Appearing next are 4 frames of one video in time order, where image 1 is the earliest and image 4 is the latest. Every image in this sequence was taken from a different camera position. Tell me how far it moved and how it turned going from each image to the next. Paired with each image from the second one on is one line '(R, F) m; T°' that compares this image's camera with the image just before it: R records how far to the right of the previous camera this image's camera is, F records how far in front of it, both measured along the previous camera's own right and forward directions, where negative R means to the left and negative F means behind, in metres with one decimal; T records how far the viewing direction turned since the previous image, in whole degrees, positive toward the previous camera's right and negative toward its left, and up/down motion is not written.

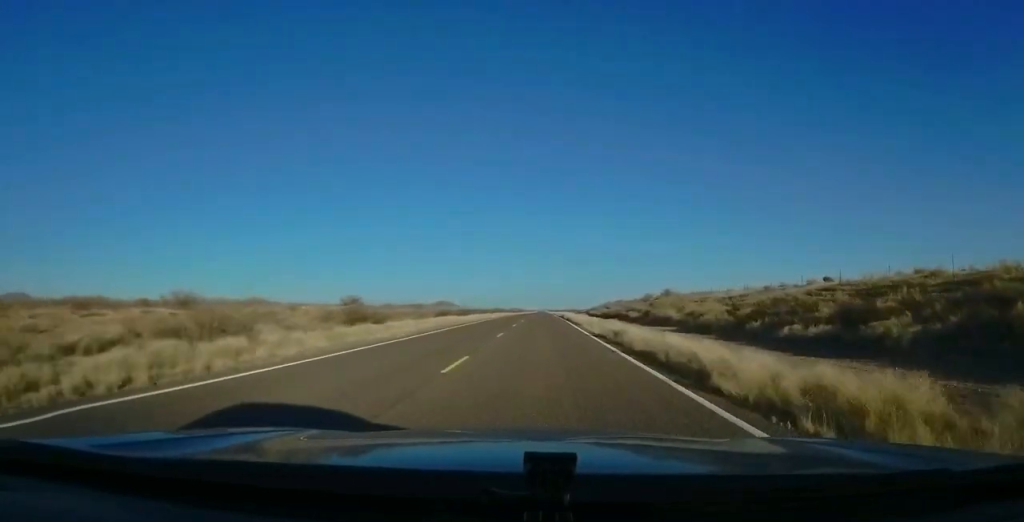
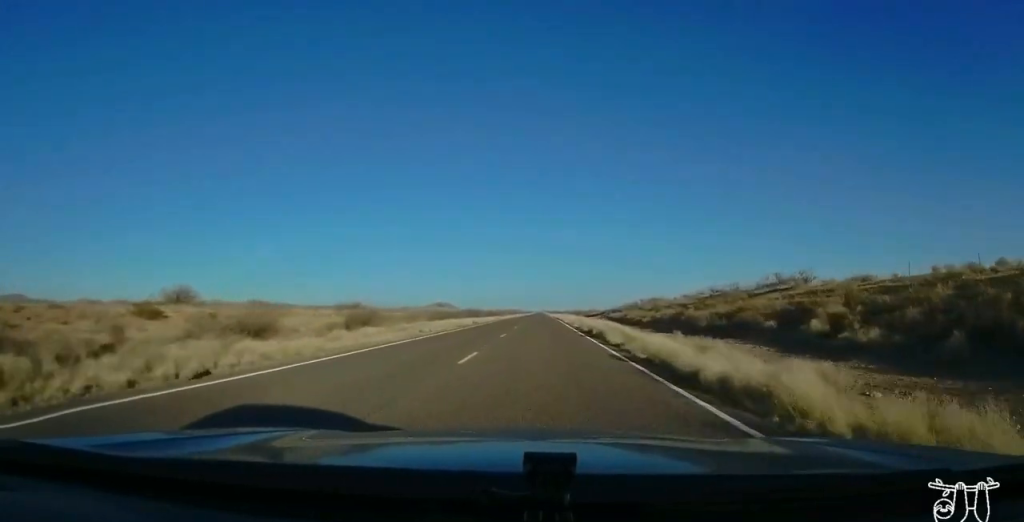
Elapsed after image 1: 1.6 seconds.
(0.0, +46.8) m; 0°
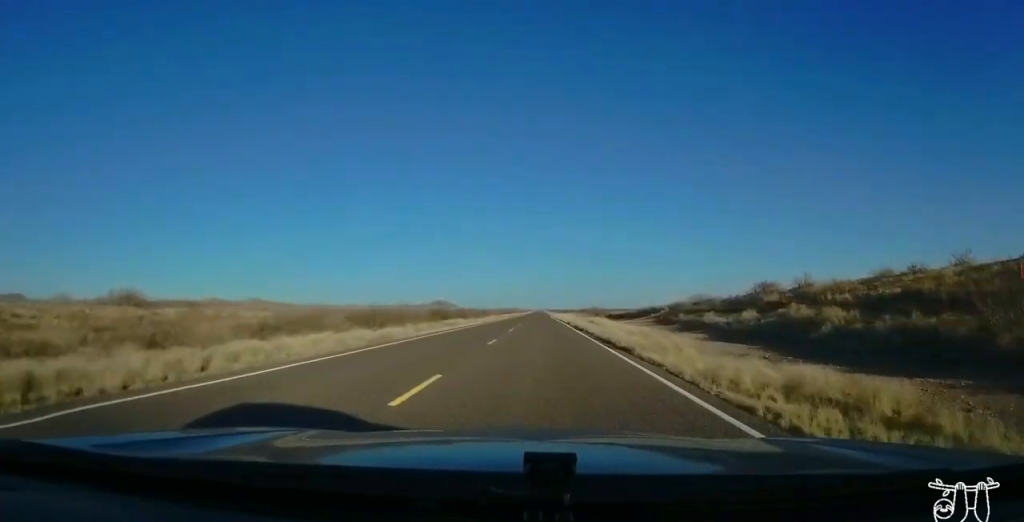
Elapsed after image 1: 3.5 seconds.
(+0.8, +54.3) m; +1°
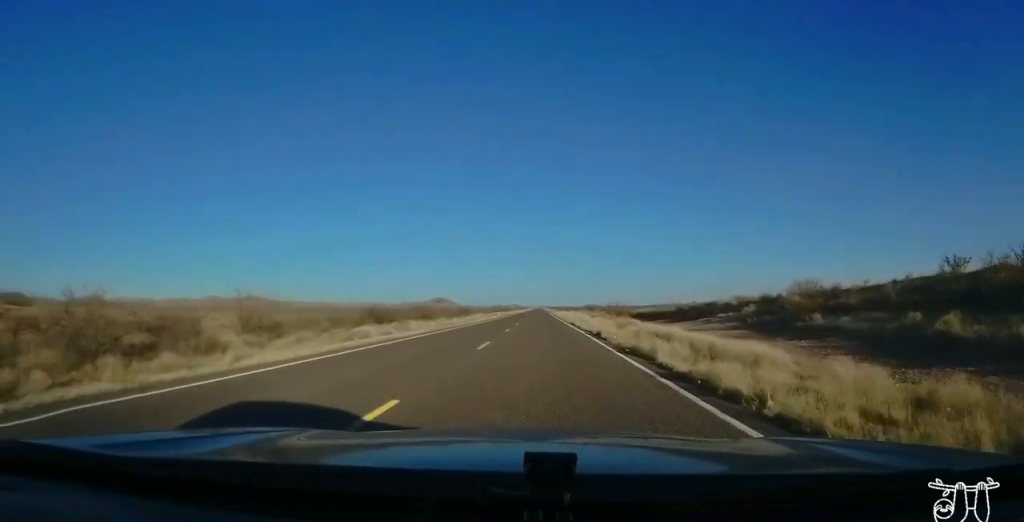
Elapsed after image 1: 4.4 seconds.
(-0.2, +27.3) m; -1°
